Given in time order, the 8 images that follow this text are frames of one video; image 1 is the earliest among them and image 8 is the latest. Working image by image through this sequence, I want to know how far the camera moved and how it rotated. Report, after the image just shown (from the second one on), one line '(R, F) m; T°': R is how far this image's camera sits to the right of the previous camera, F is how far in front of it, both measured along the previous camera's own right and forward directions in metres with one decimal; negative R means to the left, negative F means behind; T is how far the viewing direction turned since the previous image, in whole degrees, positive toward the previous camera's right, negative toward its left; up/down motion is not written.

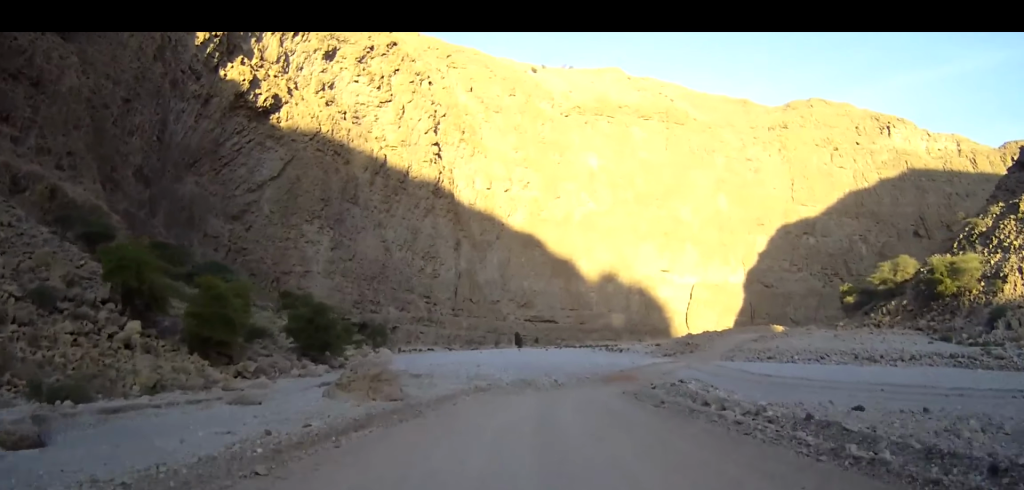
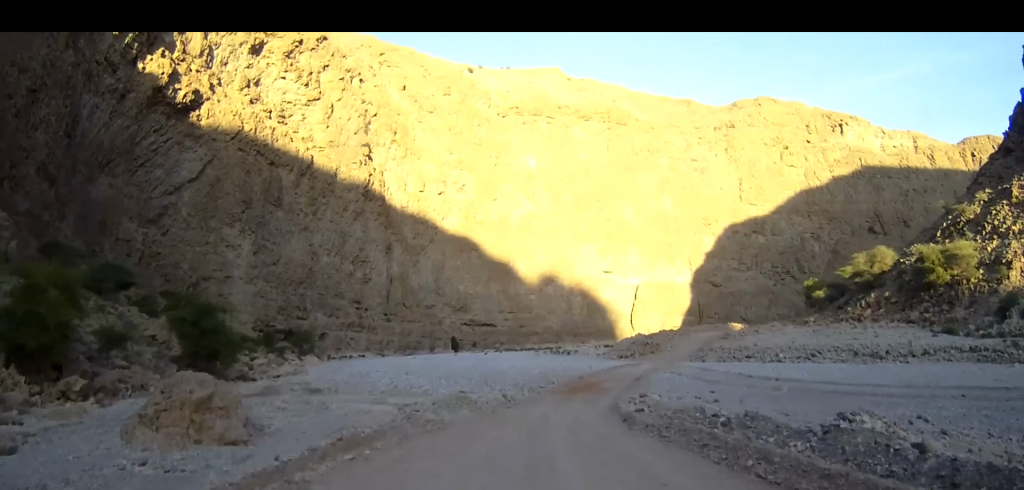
(+0.8, +16.9) m; +5°
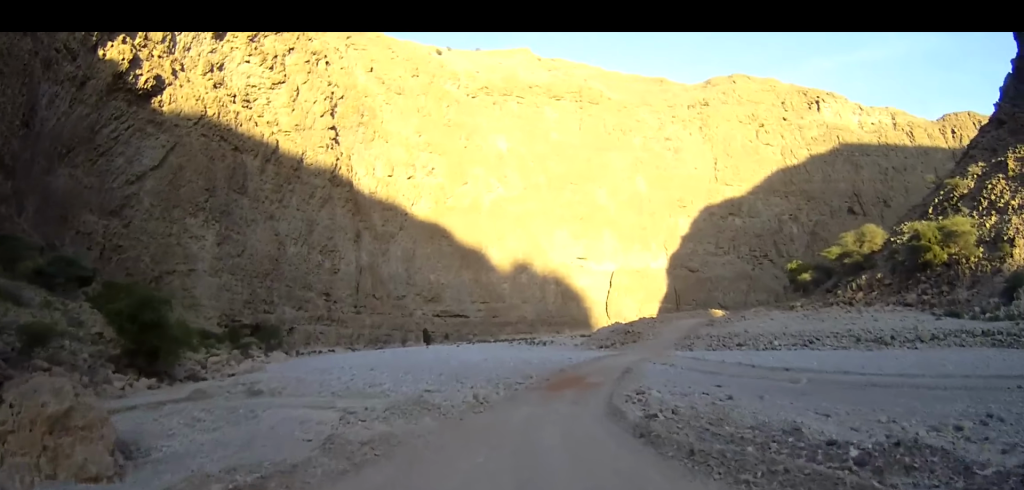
(+0.2, +7.3) m; +2°
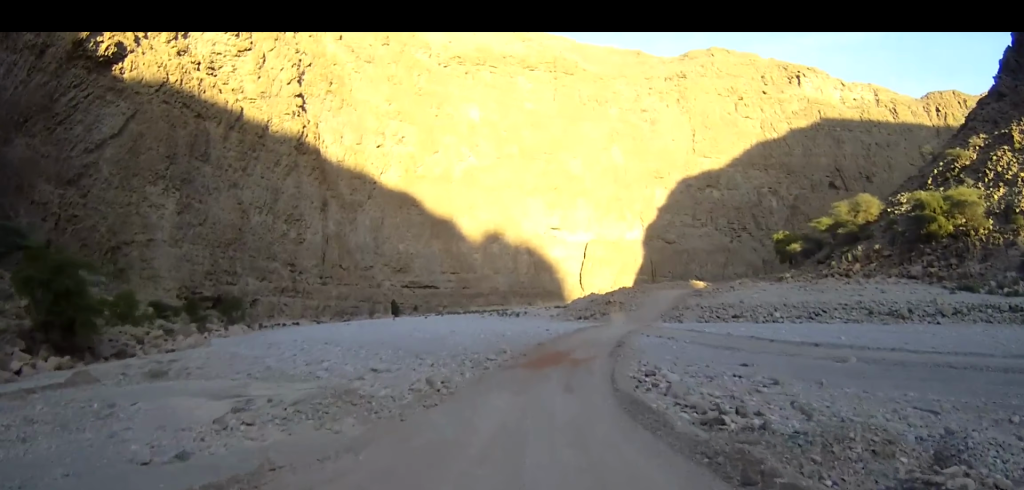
(0.0, +8.5) m; +3°
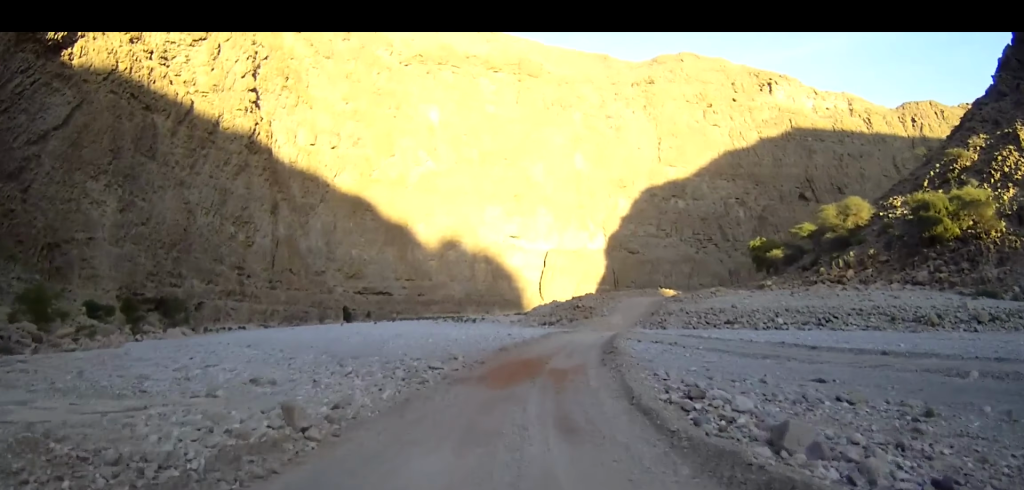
(+0.6, +11.3) m; +4°
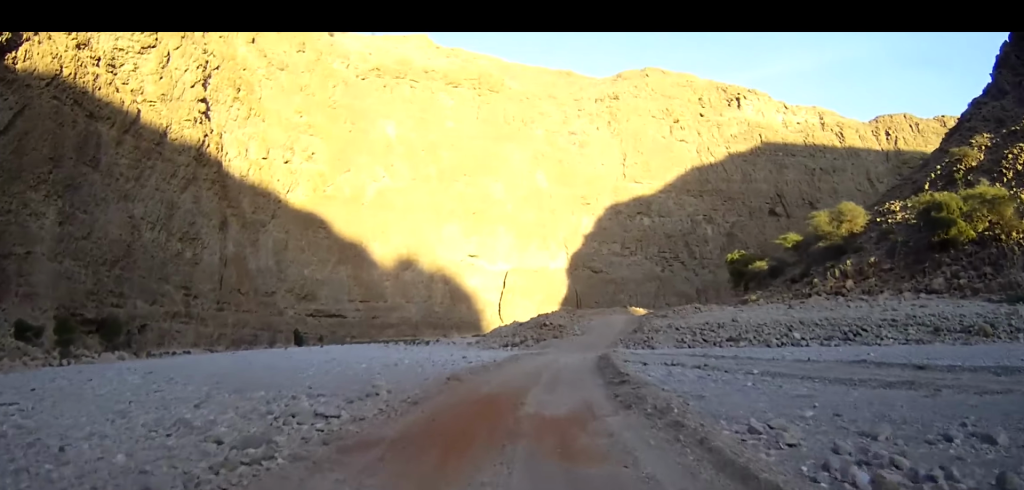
(+0.3, +11.5) m; +3°
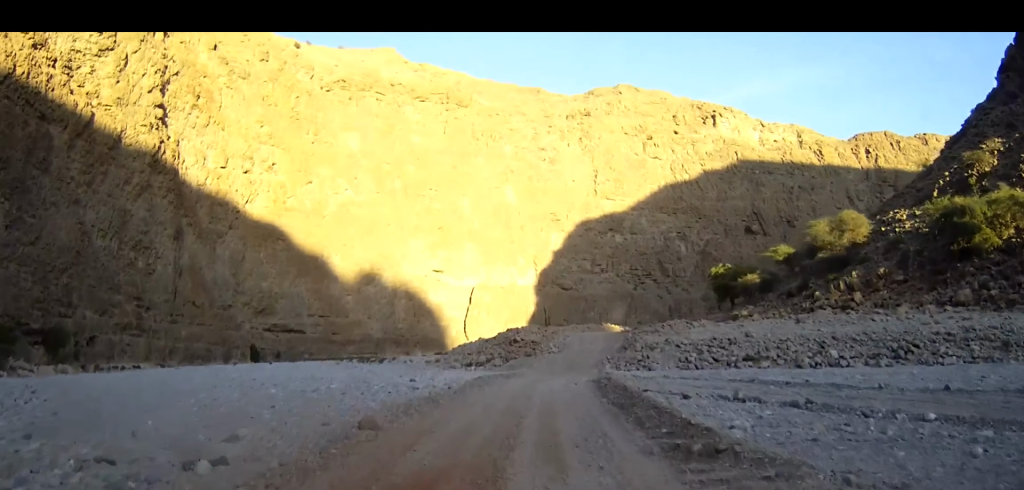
(+0.2, +11.1) m; +2°
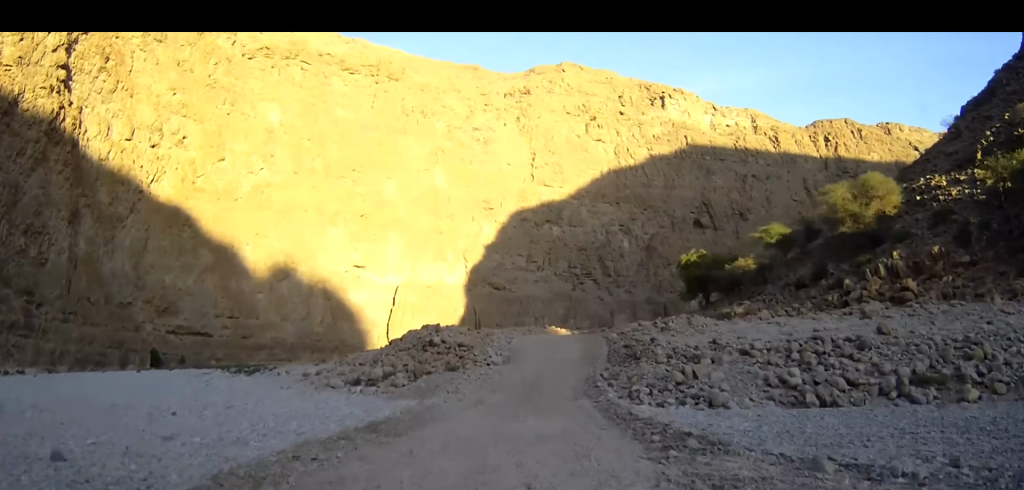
(+1.1, +24.4) m; +5°
